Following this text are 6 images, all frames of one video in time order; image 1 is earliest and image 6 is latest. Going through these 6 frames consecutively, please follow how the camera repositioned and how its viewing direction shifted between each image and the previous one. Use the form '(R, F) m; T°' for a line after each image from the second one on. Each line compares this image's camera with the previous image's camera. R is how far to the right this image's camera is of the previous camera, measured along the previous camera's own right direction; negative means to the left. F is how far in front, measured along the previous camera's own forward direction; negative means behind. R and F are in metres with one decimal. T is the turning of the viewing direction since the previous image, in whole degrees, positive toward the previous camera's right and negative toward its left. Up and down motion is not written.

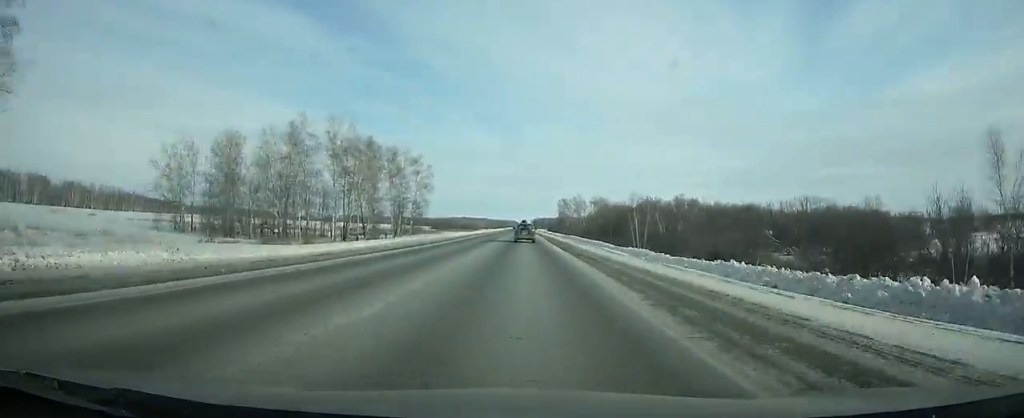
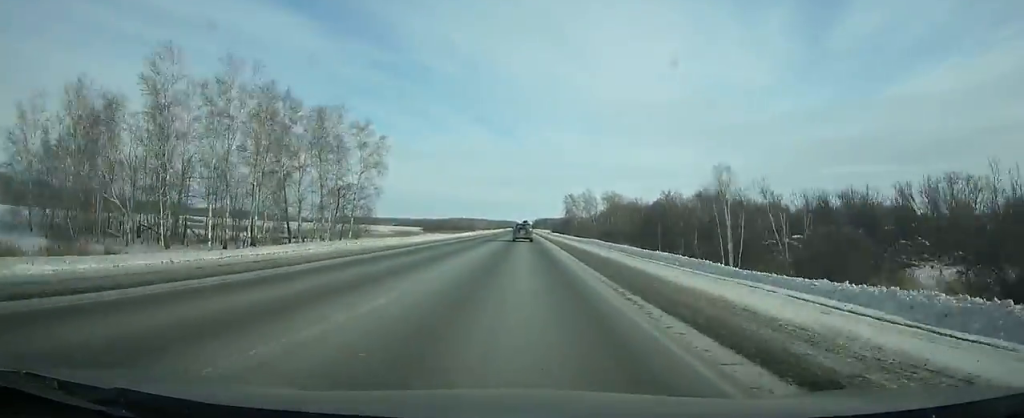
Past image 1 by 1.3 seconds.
(0.0, +34.6) m; 0°
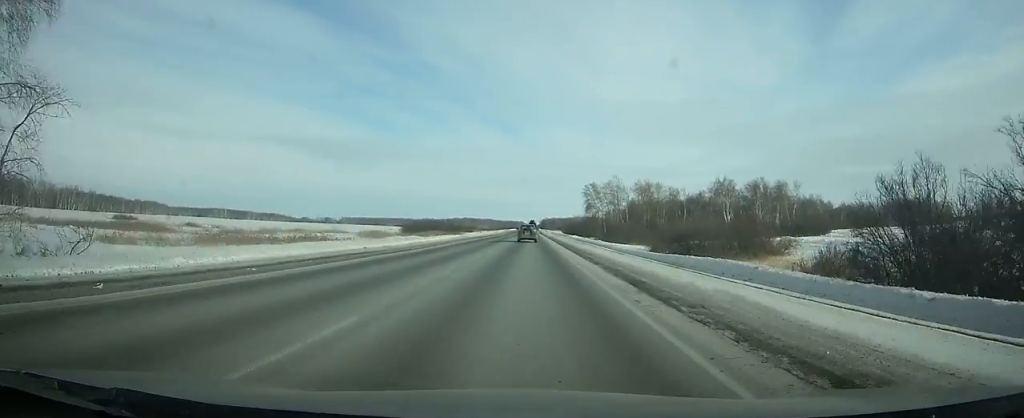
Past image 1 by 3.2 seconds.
(0.0, +50.7) m; 0°
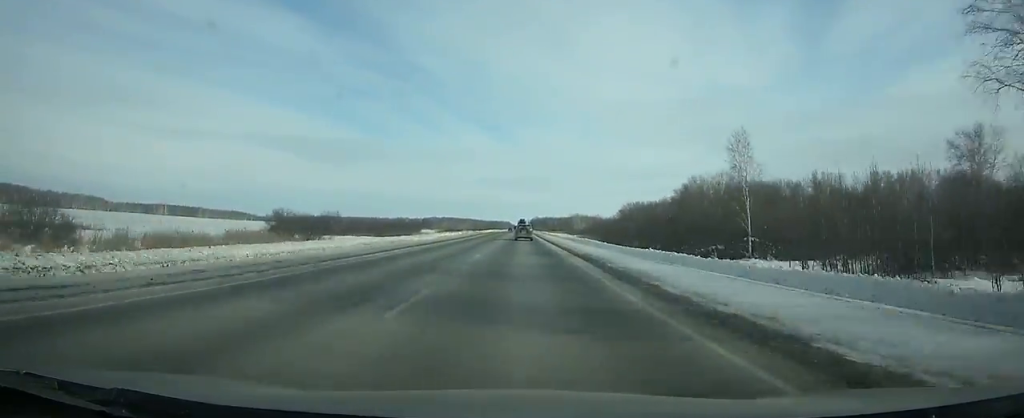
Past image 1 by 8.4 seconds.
(+0.2, +139.6) m; 0°
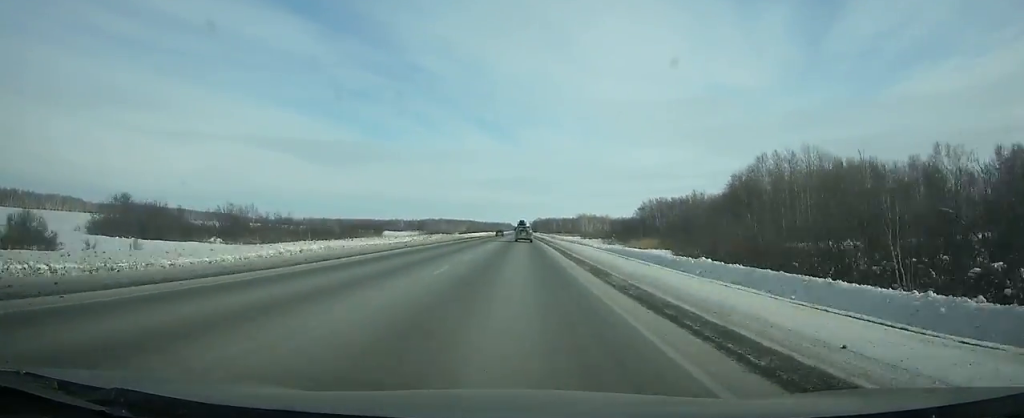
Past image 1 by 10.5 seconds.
(0.0, +56.6) m; 0°
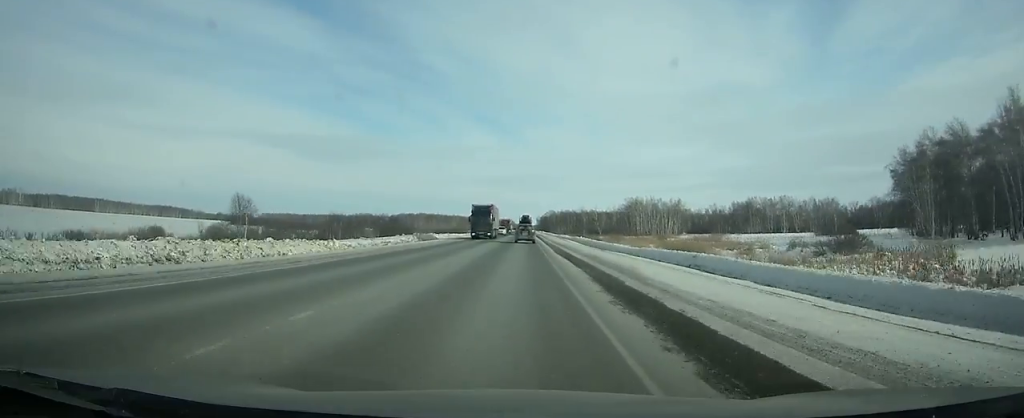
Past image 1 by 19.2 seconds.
(-0.9, +234.0) m; 0°
